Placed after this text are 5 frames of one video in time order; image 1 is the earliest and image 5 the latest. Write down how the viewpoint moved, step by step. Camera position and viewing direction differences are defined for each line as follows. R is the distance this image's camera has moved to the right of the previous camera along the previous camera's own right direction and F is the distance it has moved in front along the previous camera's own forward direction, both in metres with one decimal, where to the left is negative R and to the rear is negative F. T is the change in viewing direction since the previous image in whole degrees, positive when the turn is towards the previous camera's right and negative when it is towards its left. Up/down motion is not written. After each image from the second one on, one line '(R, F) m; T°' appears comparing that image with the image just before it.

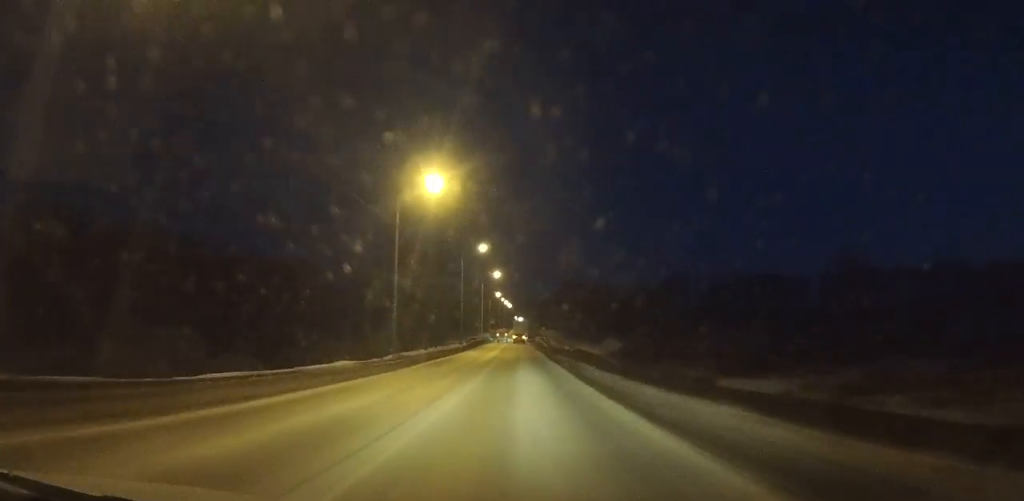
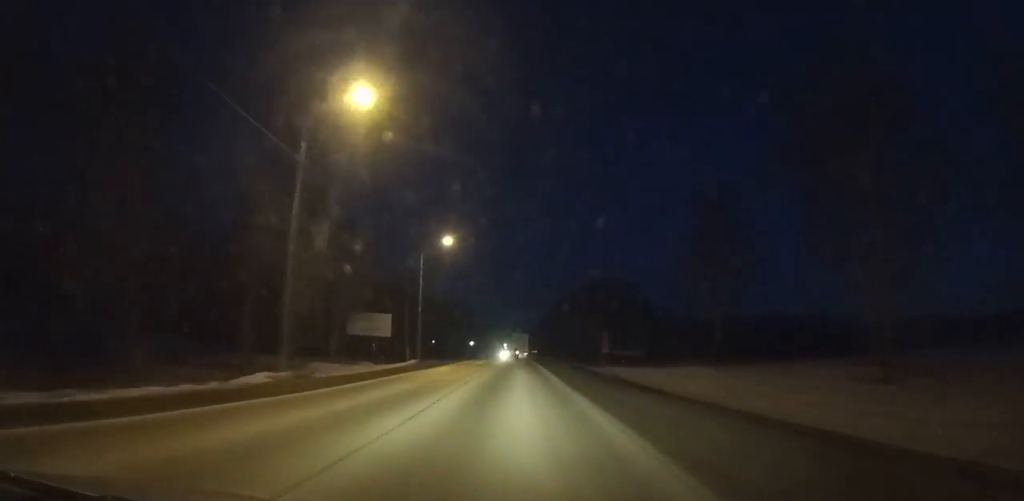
(+1.6, +268.1) m; +1°
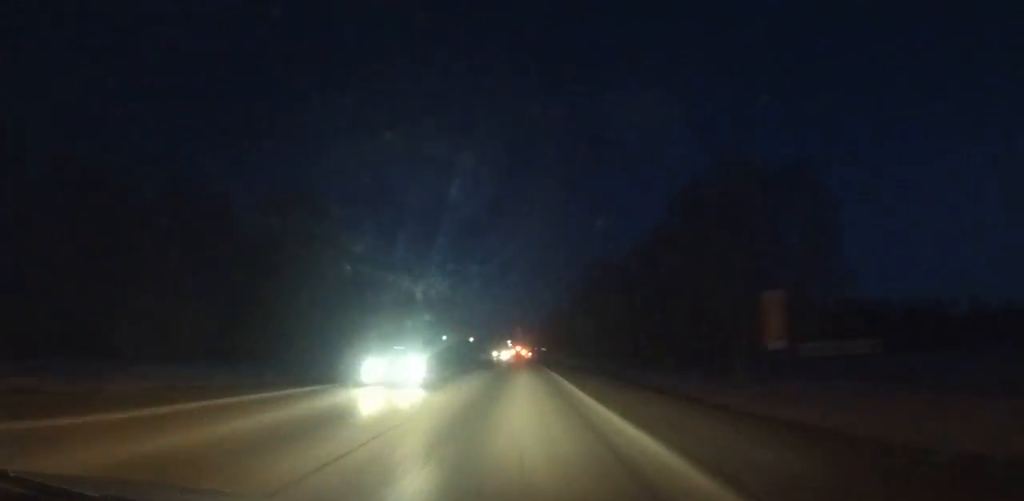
(-0.1, +69.8) m; 0°
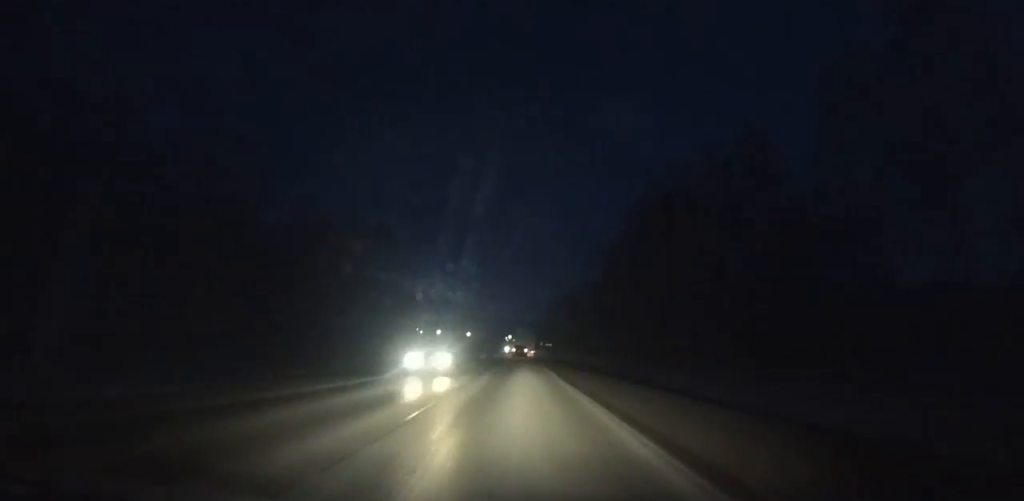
(-0.1, +48.0) m; 0°
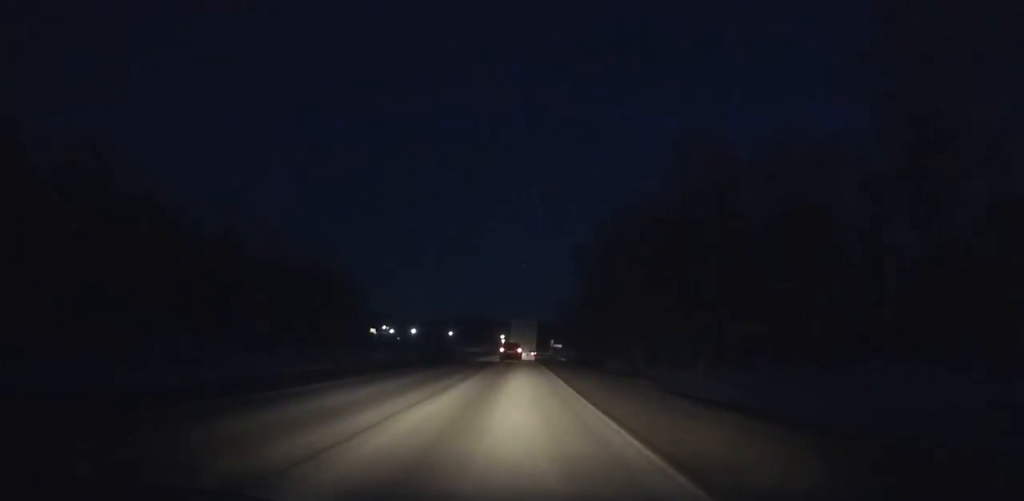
(+0.3, +91.7) m; 0°
